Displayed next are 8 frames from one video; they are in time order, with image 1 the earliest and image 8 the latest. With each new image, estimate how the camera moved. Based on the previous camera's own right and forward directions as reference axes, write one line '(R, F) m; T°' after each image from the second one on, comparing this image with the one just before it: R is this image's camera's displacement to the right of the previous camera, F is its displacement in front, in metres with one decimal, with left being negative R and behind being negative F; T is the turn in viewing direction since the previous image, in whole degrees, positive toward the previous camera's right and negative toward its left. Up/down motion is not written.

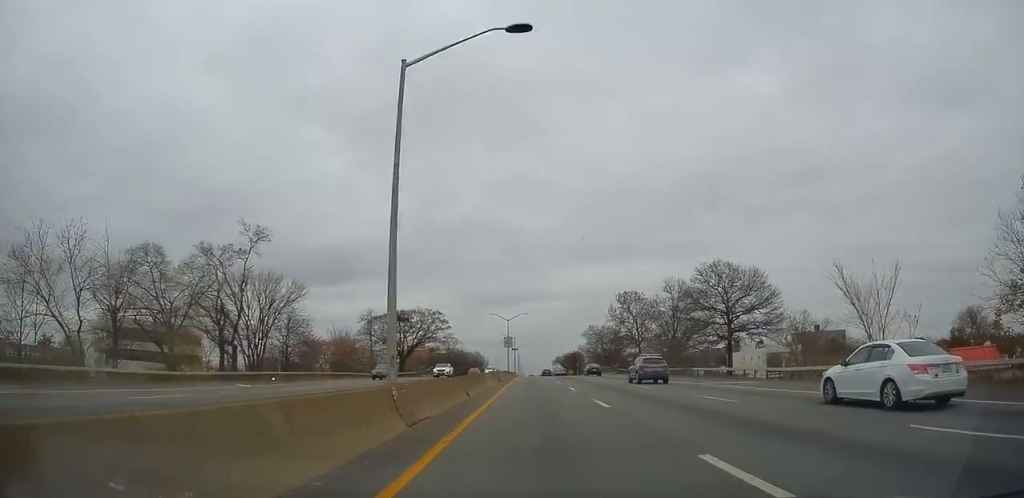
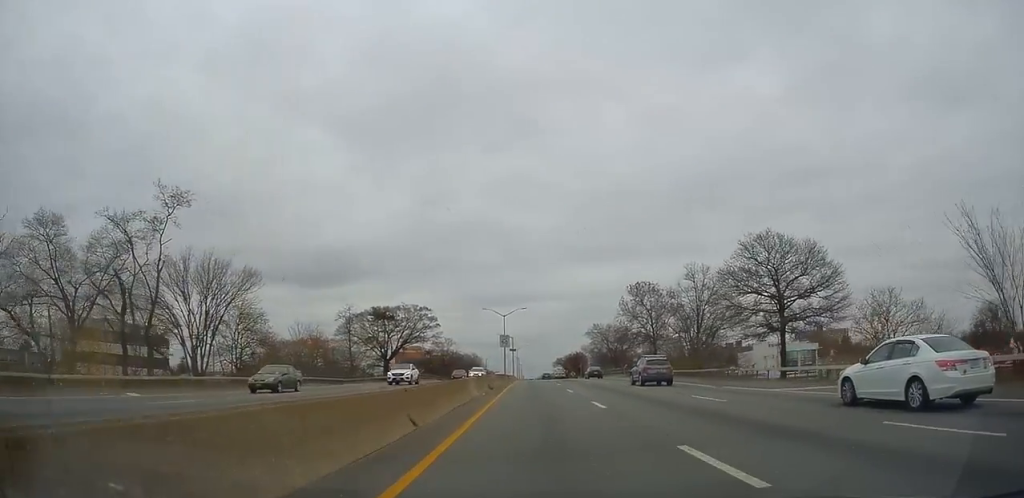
(-0.2, +11.4) m; 0°
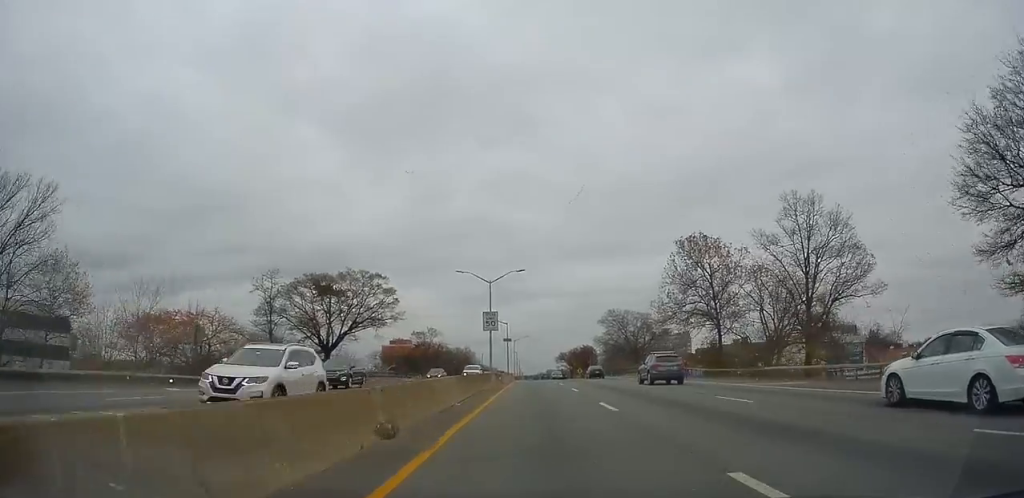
(-0.1, +27.2) m; 0°
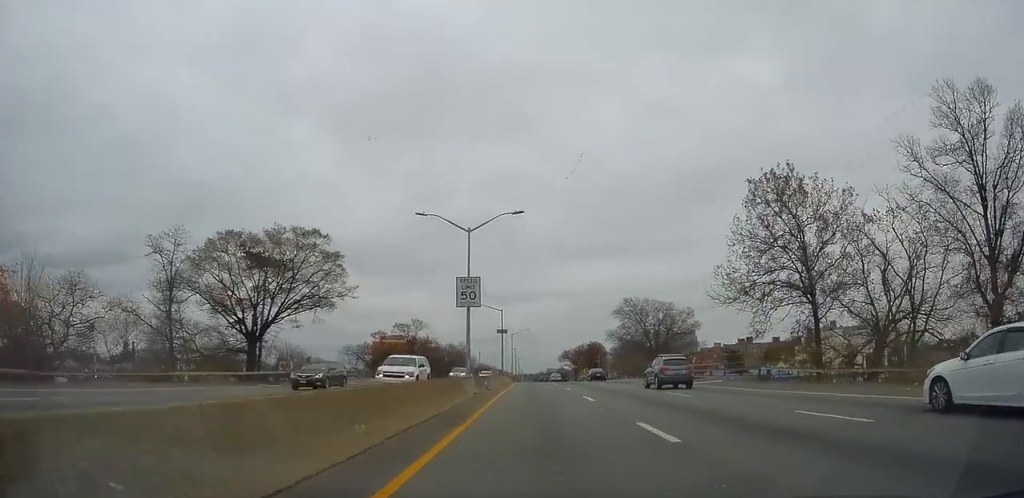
(+0.2, +18.4) m; +1°
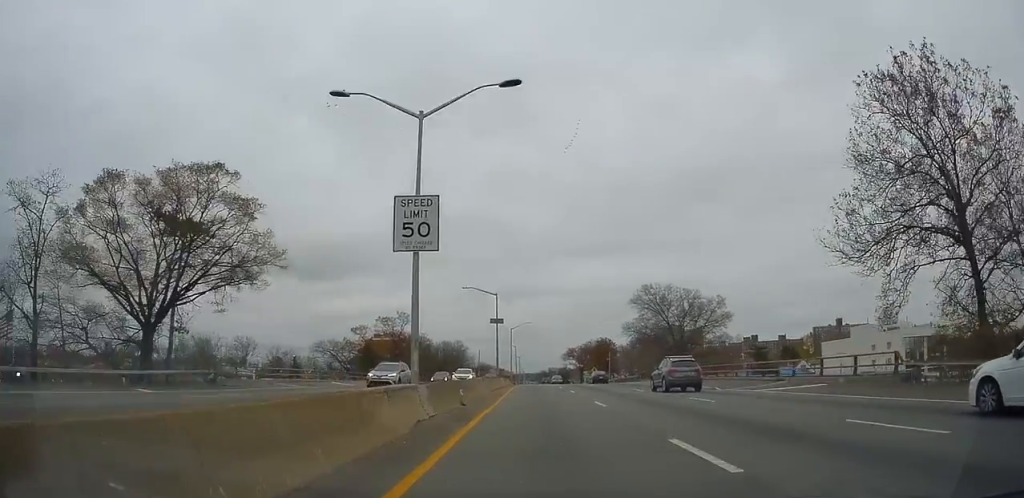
(+0.1, +14.5) m; 0°
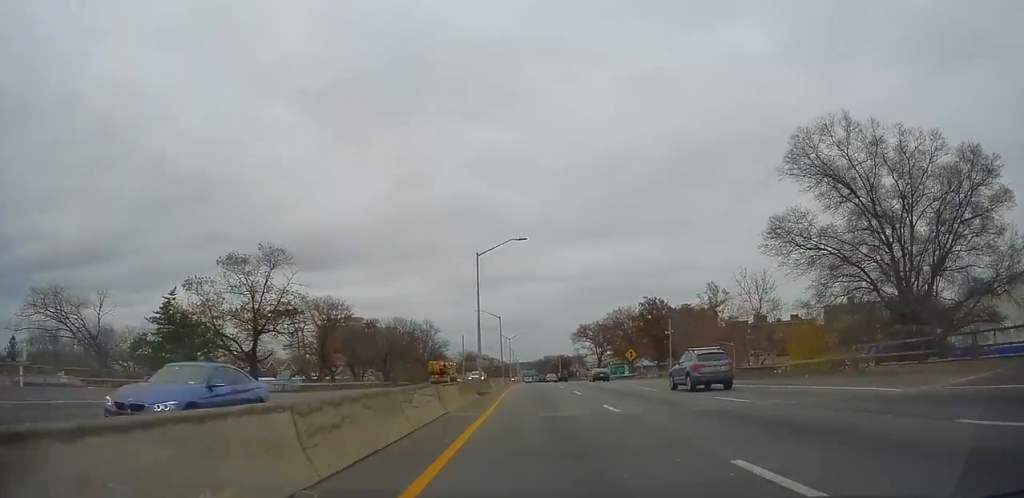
(-0.1, +52.0) m; 0°
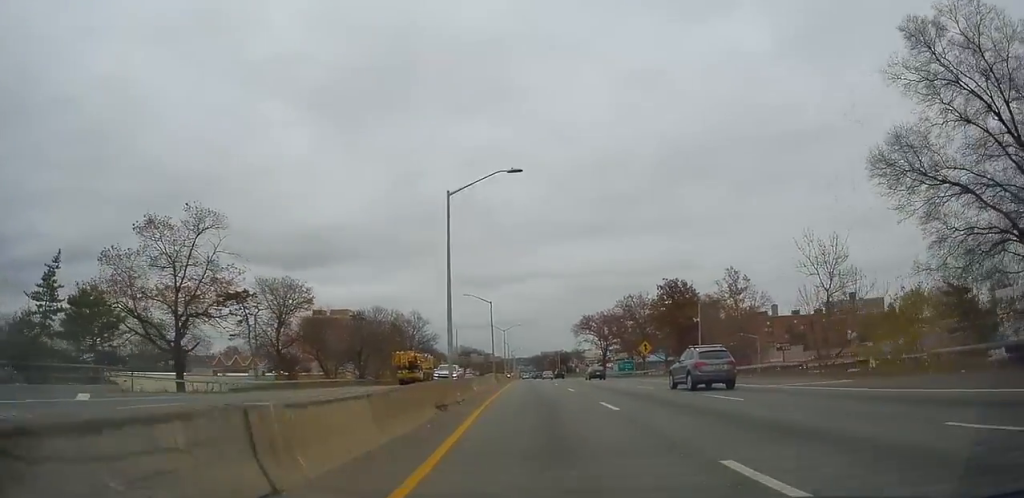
(-0.1, +11.9) m; 0°
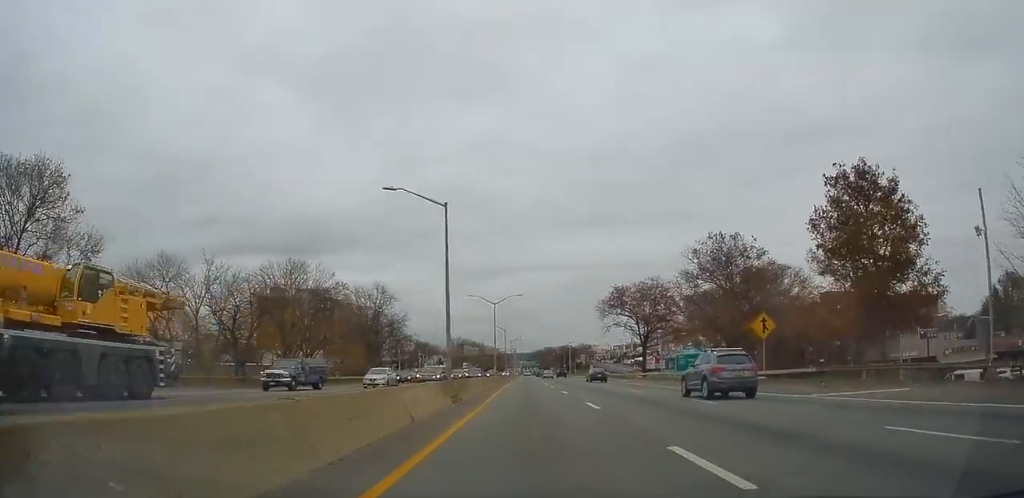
(+0.2, +34.9) m; +1°
